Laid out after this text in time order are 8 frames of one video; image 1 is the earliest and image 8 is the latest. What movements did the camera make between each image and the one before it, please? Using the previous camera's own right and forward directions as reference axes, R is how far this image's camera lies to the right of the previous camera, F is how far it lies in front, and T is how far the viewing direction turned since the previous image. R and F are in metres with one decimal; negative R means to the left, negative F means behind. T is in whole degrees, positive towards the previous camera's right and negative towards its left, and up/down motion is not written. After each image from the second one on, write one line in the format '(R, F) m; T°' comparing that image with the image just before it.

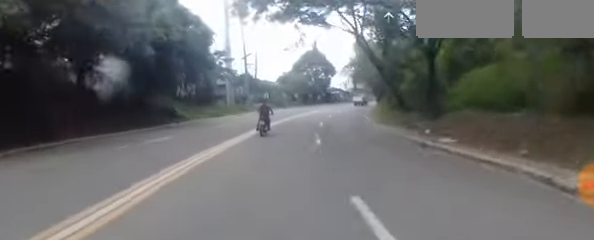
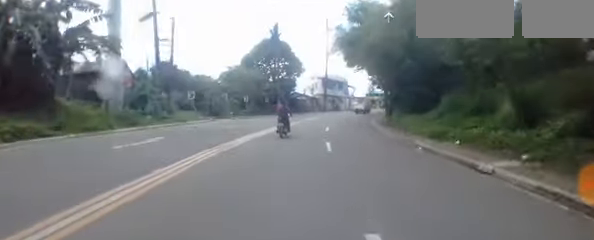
(+1.3, +18.4) m; +9°
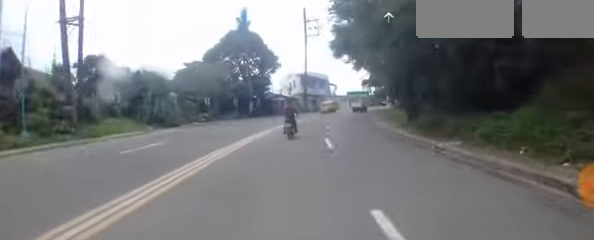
(+0.4, +8.1) m; +5°
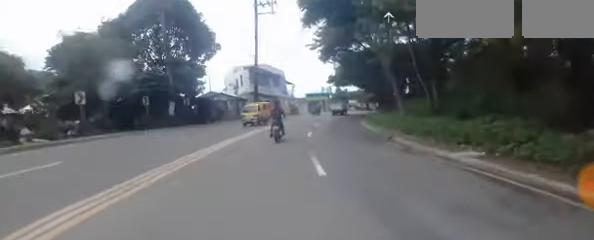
(+0.9, +11.9) m; +6°
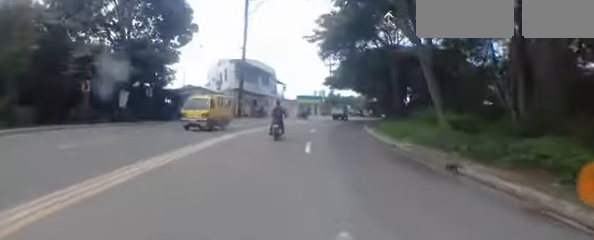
(+0.1, +6.2) m; +2°
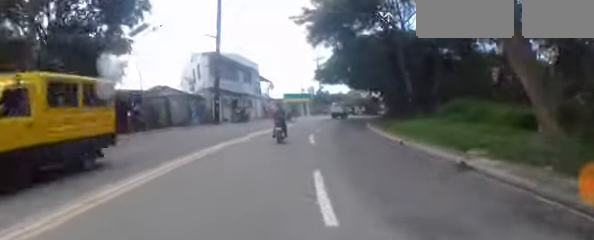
(0.0, +5.7) m; +1°
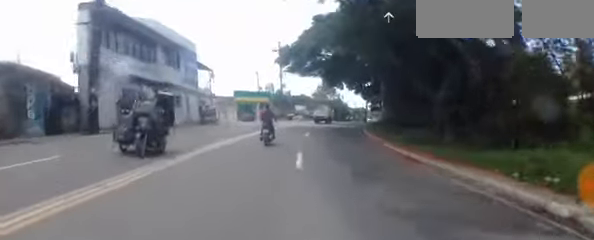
(+0.6, +13.8) m; +8°
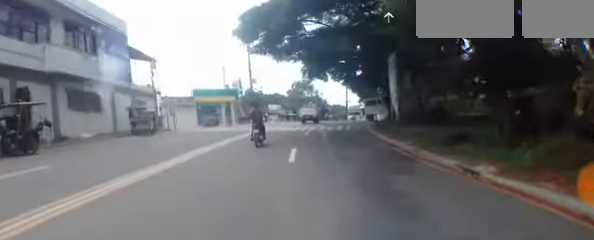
(+0.6, +8.6) m; +8°
